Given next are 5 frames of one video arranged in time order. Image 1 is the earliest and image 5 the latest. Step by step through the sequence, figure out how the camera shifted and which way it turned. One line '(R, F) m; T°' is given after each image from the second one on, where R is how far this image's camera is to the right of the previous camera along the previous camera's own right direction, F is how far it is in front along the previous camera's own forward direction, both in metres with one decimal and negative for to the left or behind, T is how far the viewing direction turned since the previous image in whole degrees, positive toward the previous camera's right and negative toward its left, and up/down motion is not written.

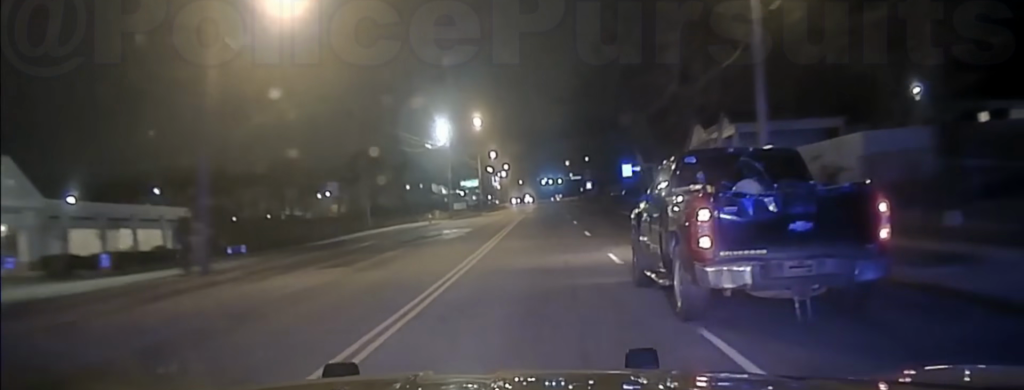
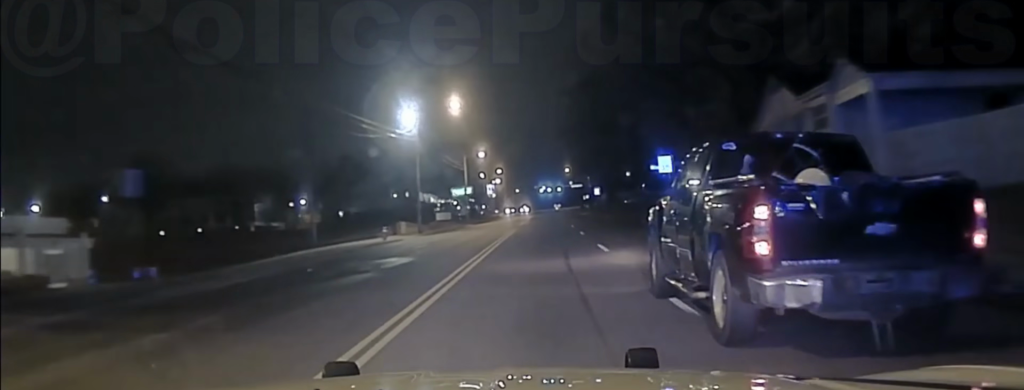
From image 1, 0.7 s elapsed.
(0.0, +20.3) m; 0°
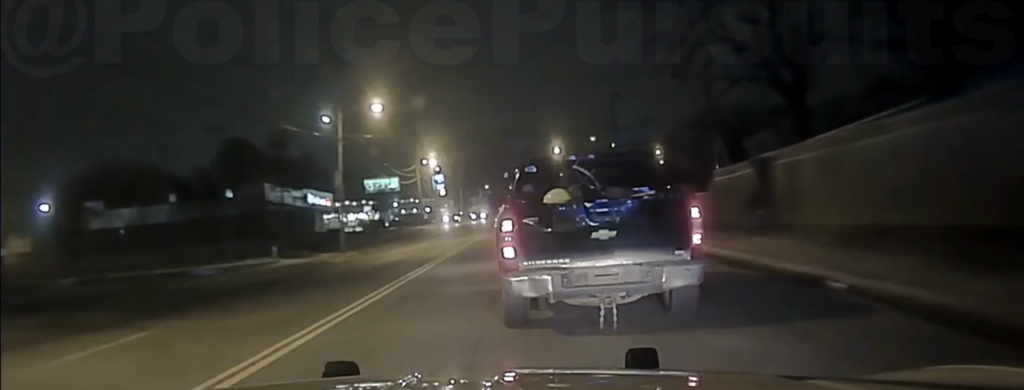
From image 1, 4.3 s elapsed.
(+1.5, +96.1) m; +2°
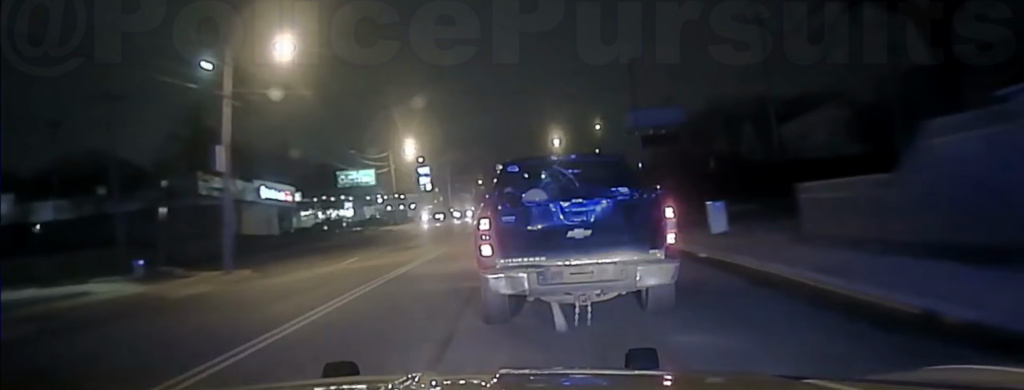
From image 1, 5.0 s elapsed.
(+0.1, +20.1) m; 0°
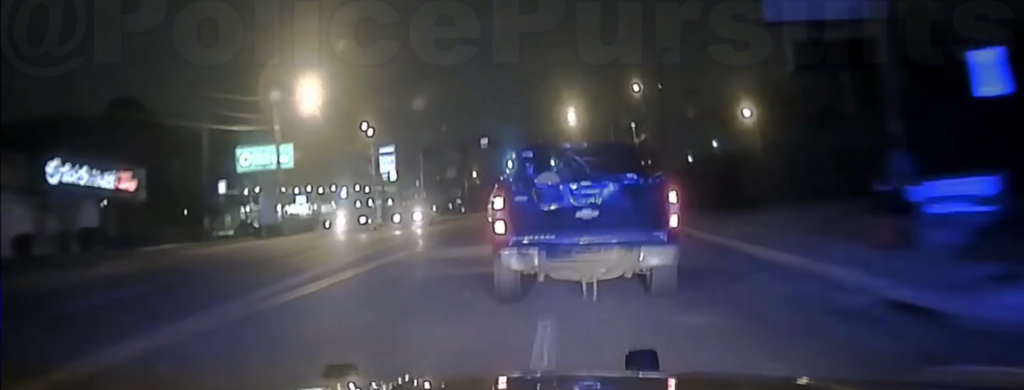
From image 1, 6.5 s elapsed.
(-0.1, +44.4) m; 0°
